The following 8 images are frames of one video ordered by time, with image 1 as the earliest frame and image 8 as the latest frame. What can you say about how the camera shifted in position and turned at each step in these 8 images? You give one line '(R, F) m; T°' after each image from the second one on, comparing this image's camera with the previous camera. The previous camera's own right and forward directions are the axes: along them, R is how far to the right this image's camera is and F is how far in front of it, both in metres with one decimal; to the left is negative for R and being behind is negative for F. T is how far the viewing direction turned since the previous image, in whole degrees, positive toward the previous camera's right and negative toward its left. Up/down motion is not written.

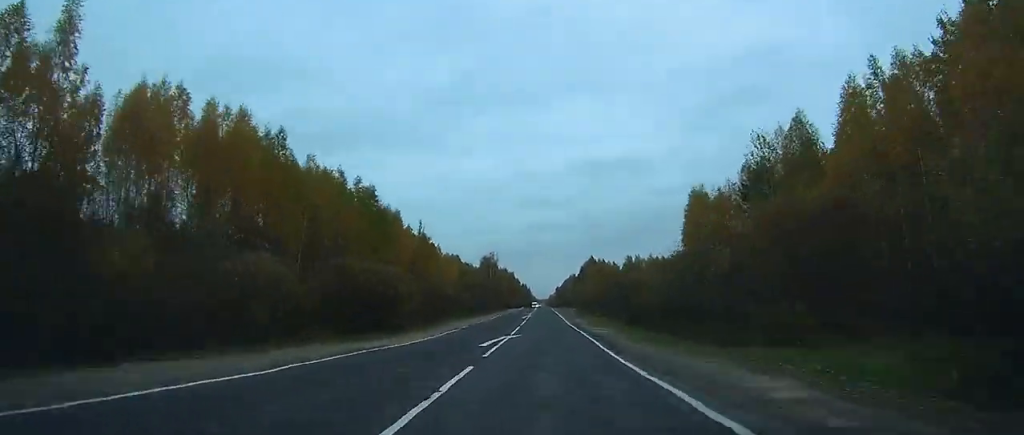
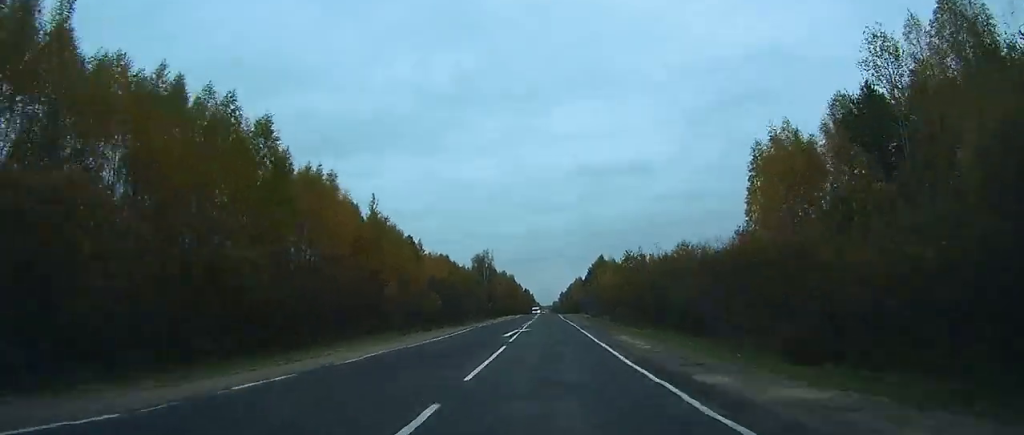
(+2.2, +30.0) m; -3°
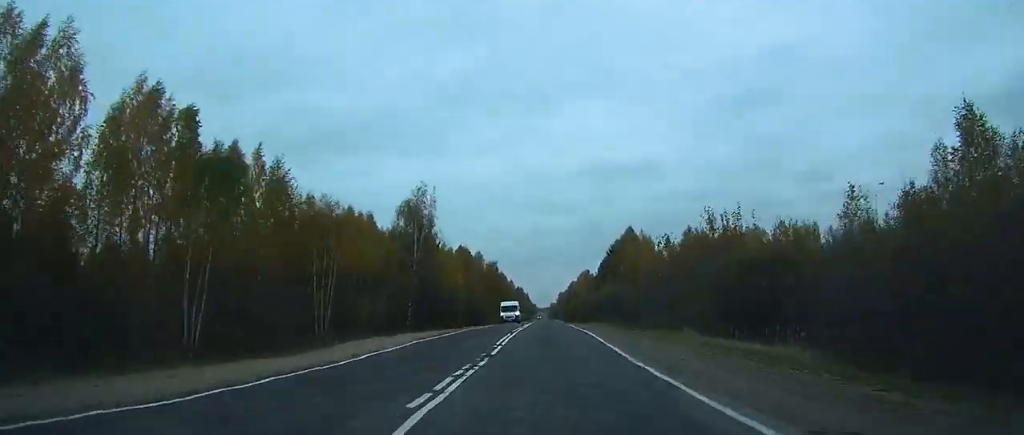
(-21.1, +71.4) m; -10°
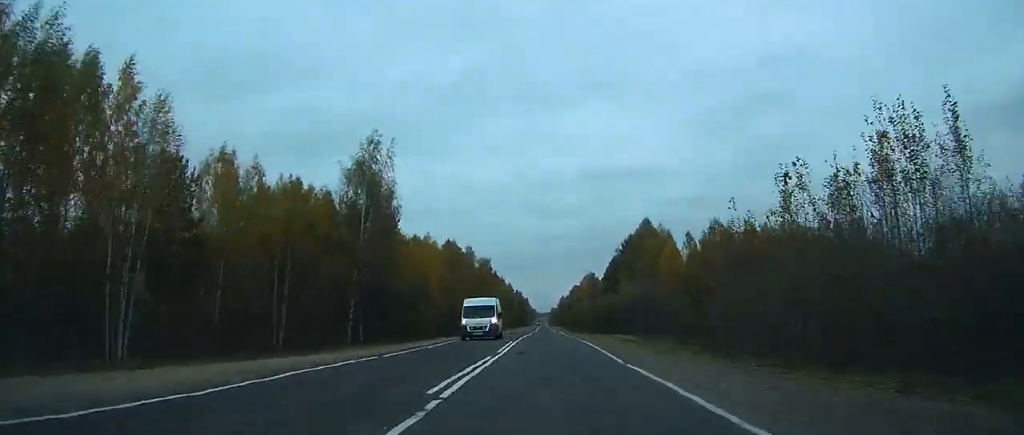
(-7.2, +15.1) m; +7°
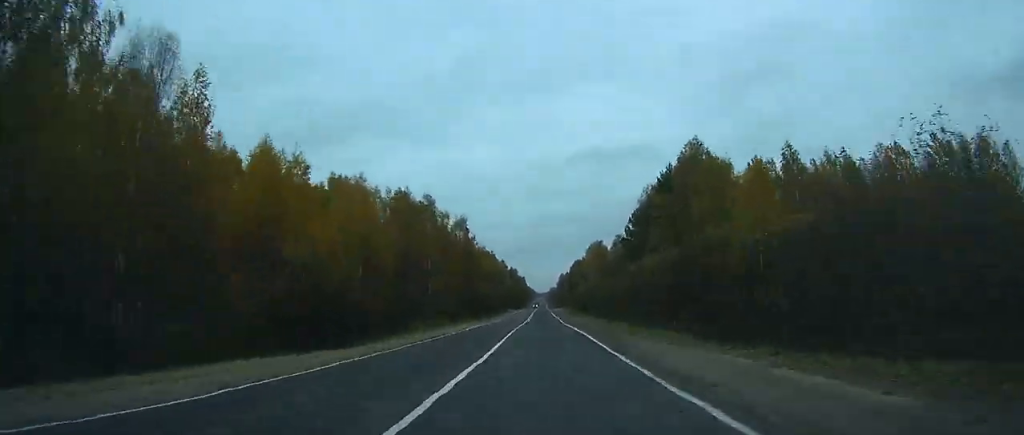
(+19.7, +48.7) m; +14°
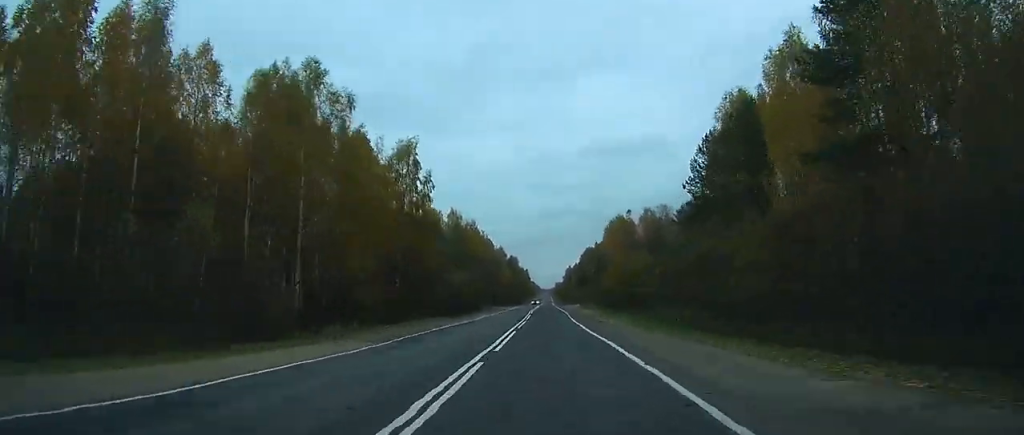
(-1.9, +56.5) m; -6°
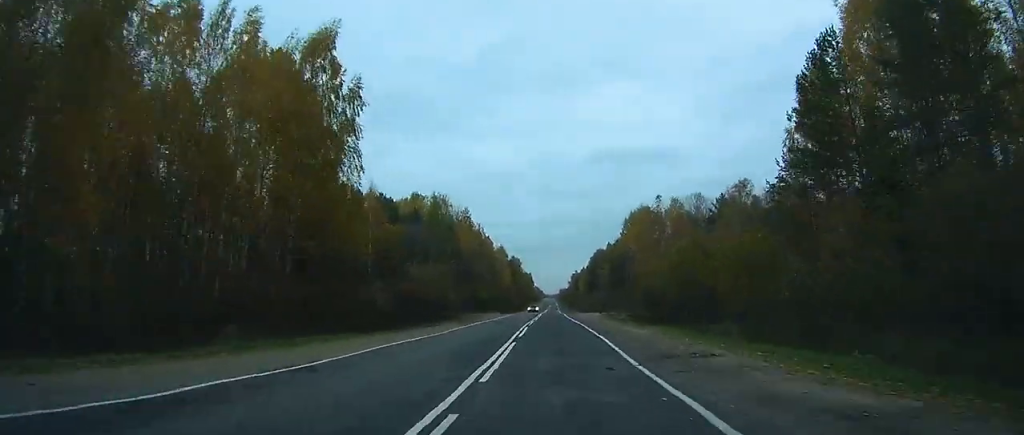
(-1.7, +32.2) m; -3°
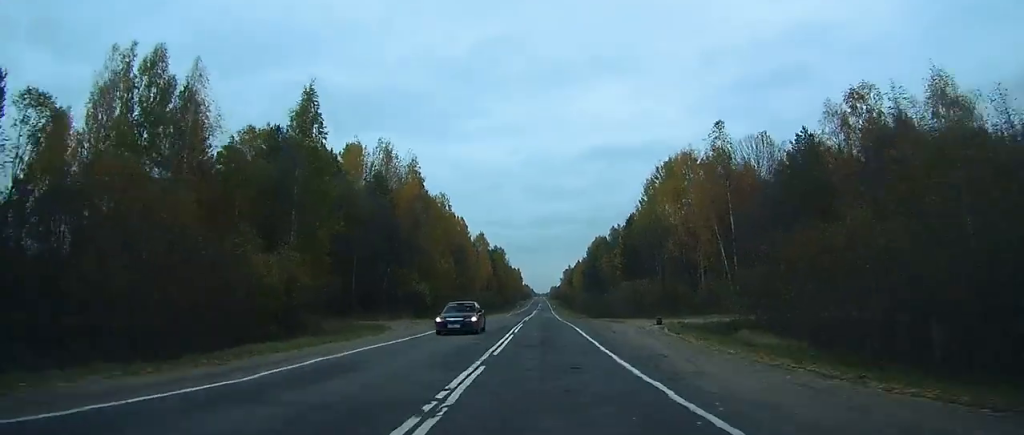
(-1.8, +47.8) m; -2°
